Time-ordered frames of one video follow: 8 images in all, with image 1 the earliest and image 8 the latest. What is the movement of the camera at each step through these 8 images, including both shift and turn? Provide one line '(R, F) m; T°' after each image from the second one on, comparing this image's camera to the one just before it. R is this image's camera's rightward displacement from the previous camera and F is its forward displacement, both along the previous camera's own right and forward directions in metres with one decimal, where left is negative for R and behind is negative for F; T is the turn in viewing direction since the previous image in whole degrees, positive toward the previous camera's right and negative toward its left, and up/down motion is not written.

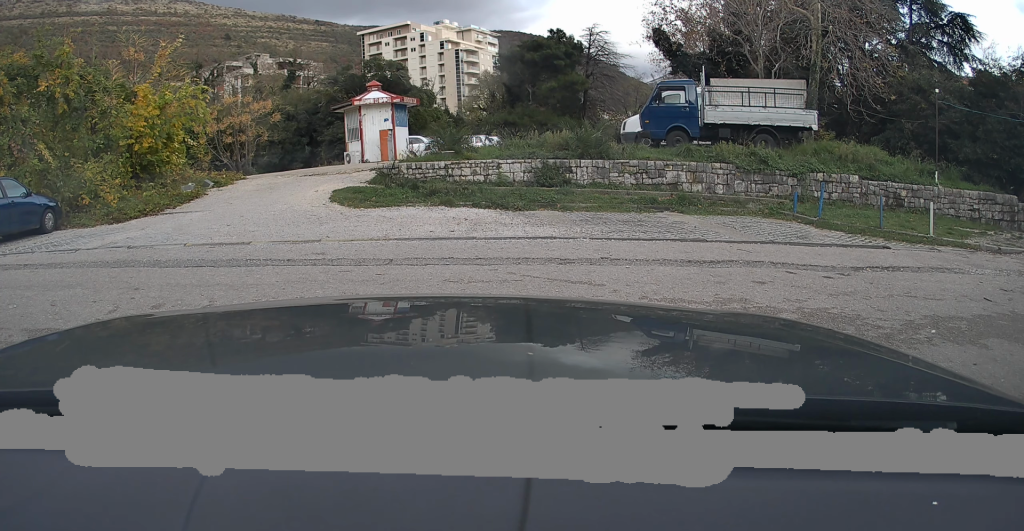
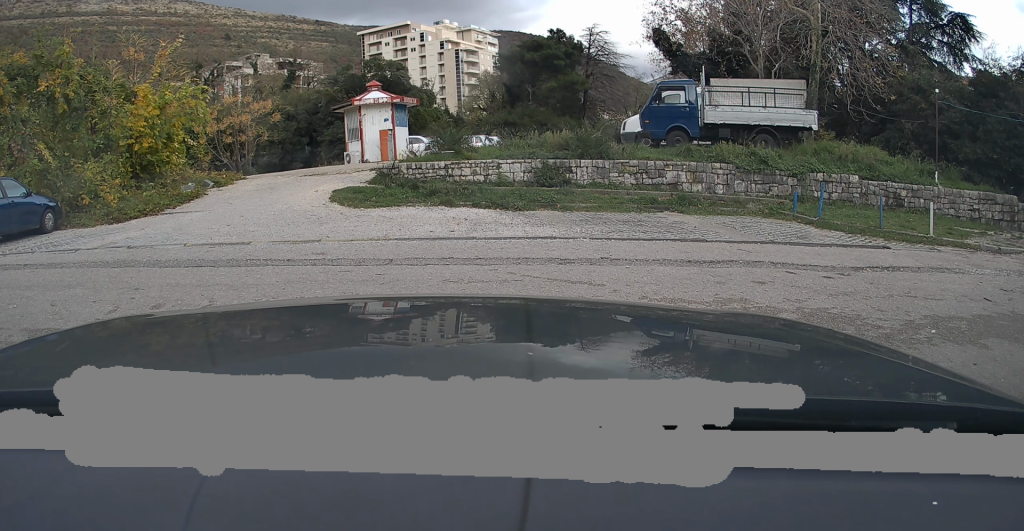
(0.0, 0.0) m; 0°
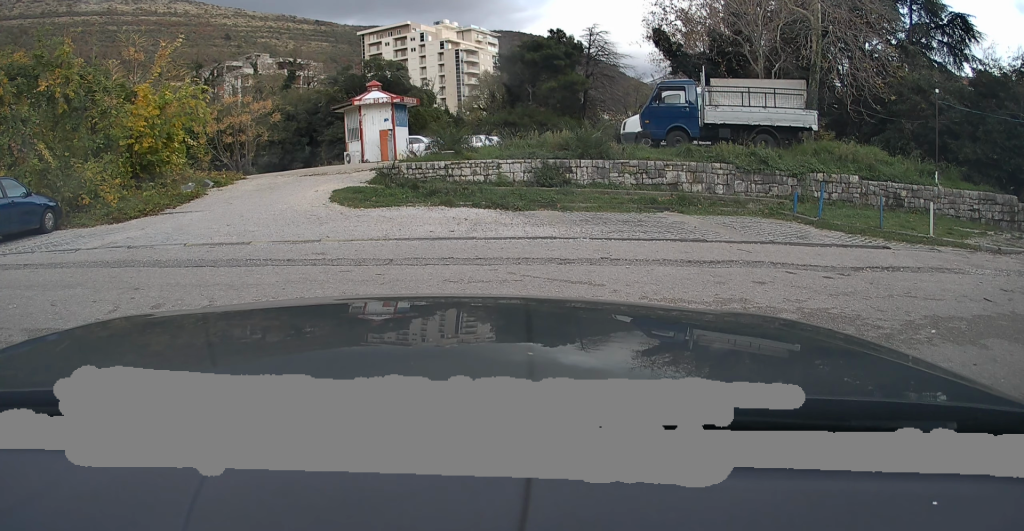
(0.0, 0.0) m; 0°
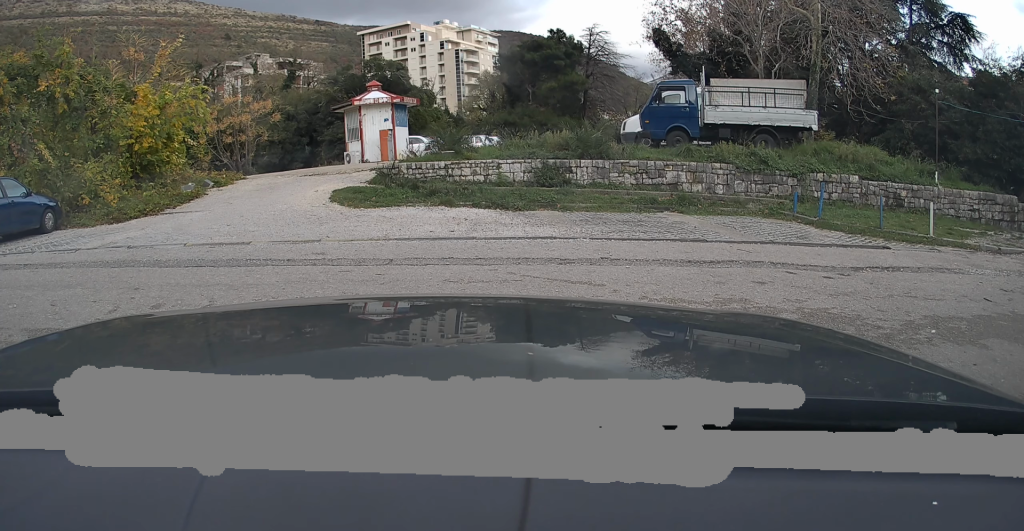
(0.0, 0.0) m; 0°
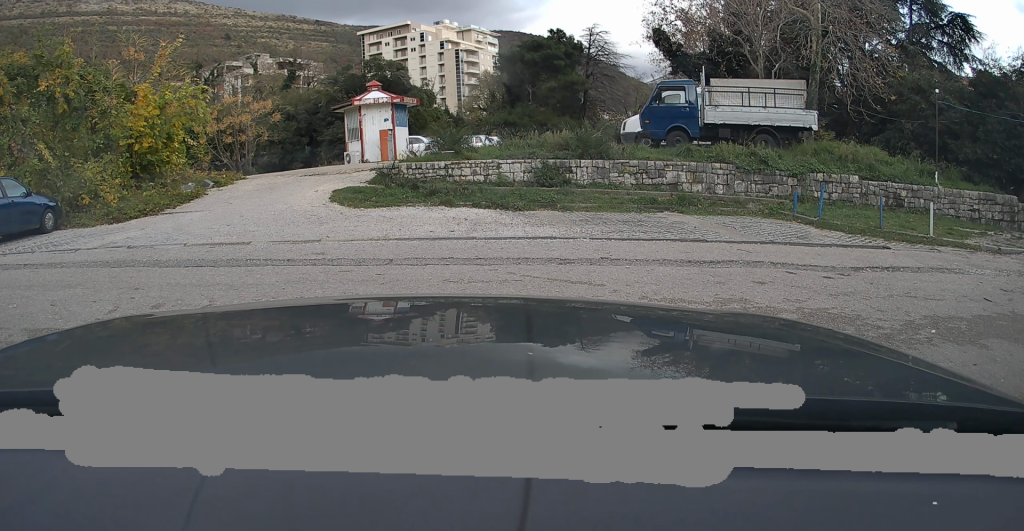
(0.0, 0.0) m; 0°
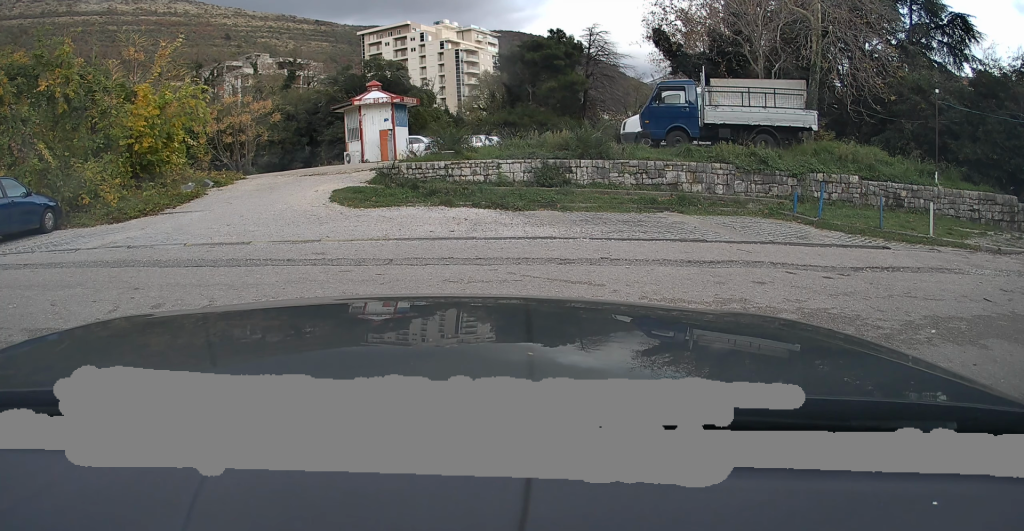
(0.0, 0.0) m; 0°
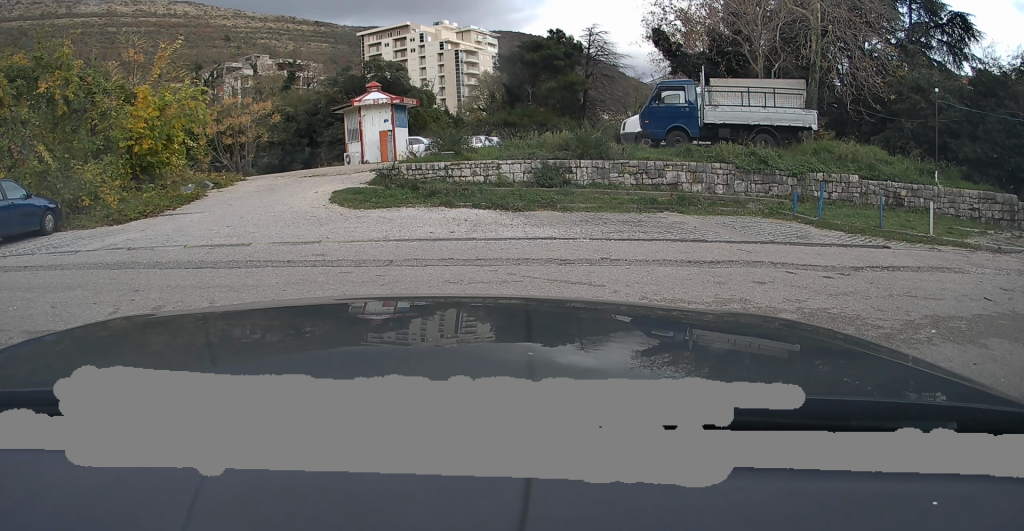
(0.0, 0.0) m; 0°
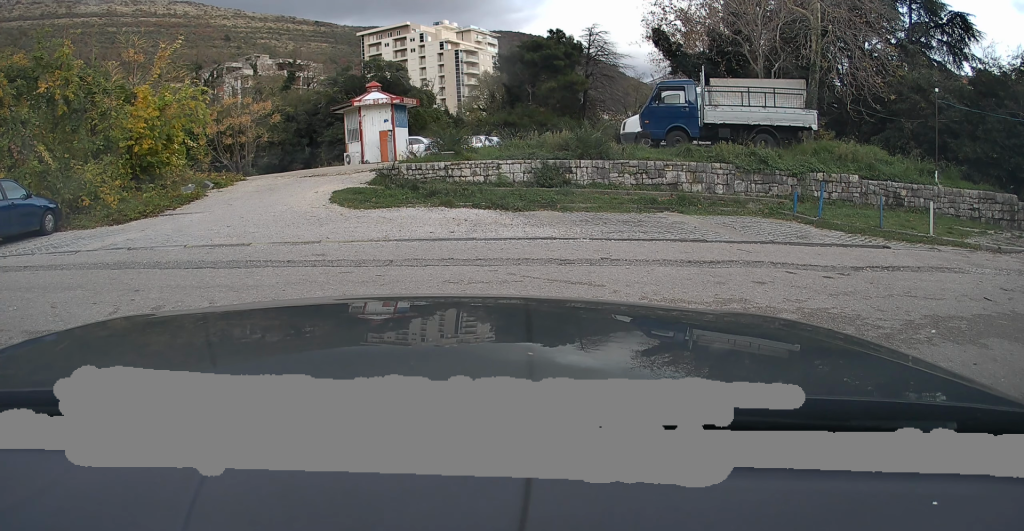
(0.0, 0.0) m; 0°
